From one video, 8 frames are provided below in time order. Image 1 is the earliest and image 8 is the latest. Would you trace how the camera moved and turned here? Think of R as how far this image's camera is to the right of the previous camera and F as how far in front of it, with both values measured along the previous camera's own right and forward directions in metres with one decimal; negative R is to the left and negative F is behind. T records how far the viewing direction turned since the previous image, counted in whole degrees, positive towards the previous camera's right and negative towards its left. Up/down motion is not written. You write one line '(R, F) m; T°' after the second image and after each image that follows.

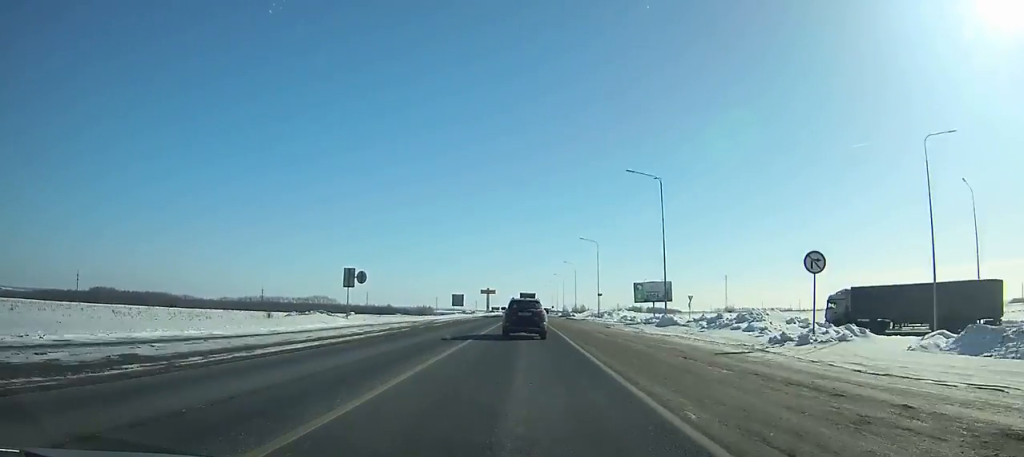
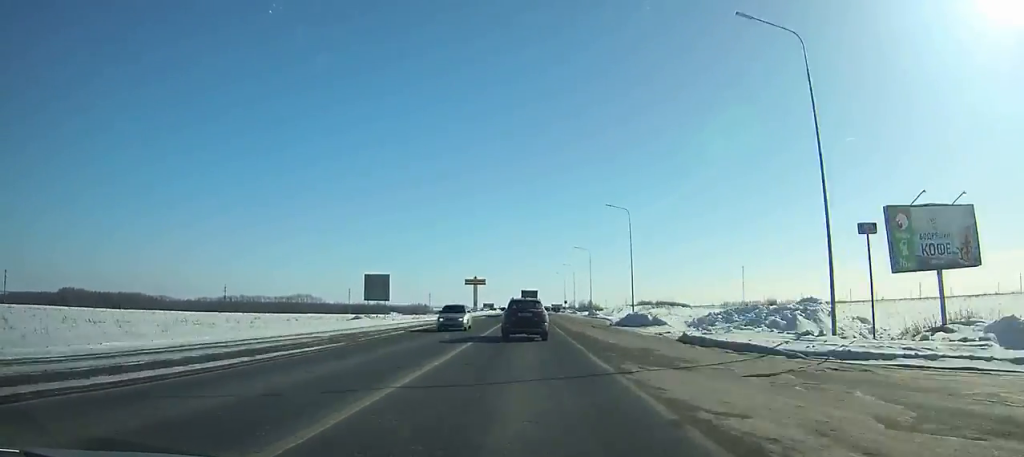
(0.0, +68.0) m; 0°
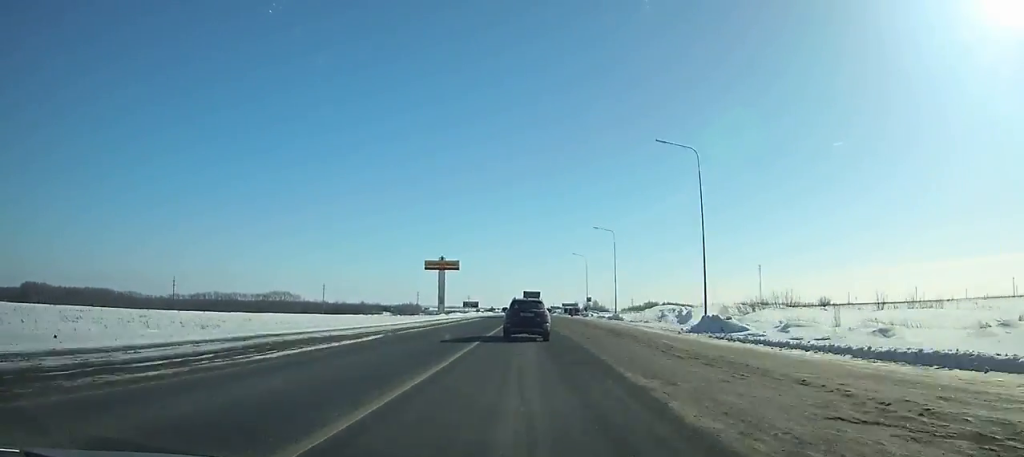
(-0.1, +66.4) m; 0°
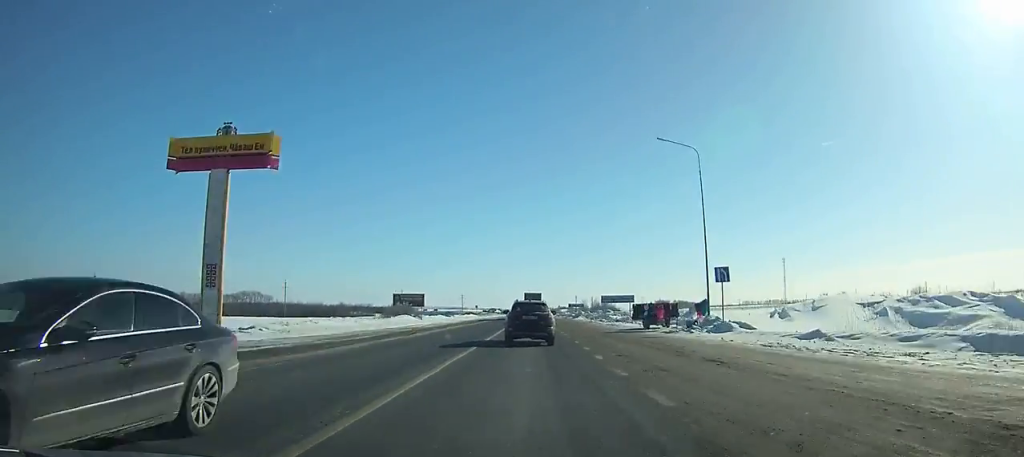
(-0.1, +75.6) m; 0°
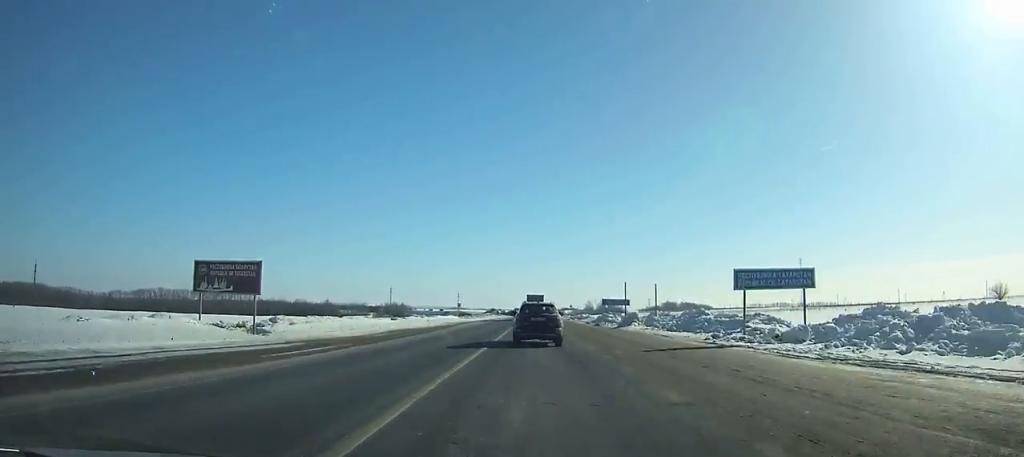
(0.0, +44.3) m; 0°
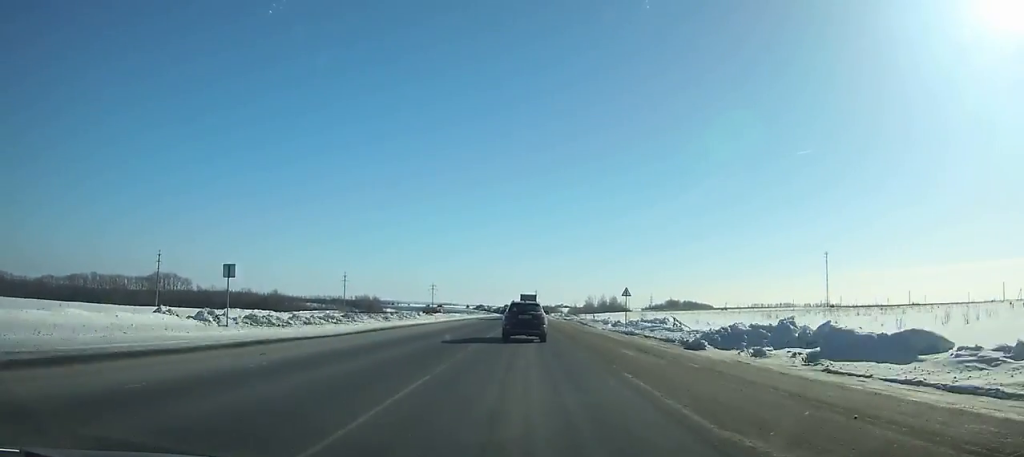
(+0.3, +89.0) m; 0°
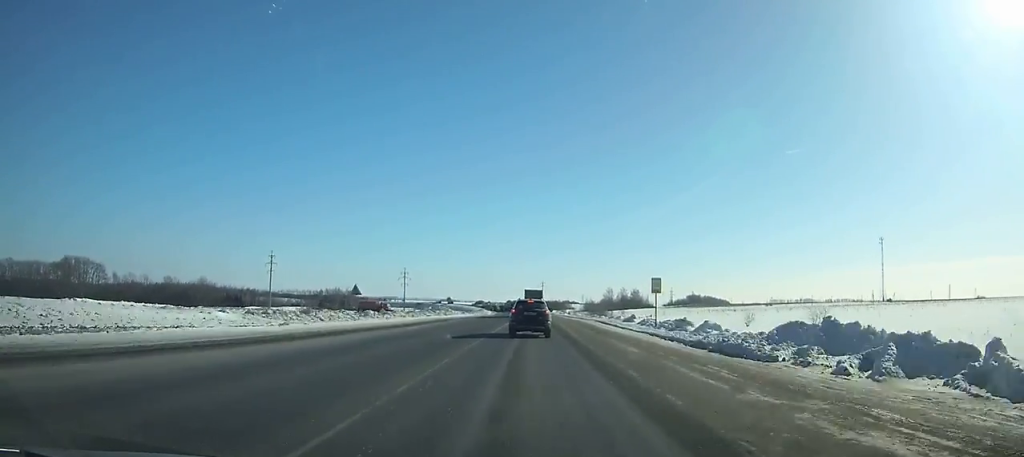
(+0.1, +100.6) m; 0°
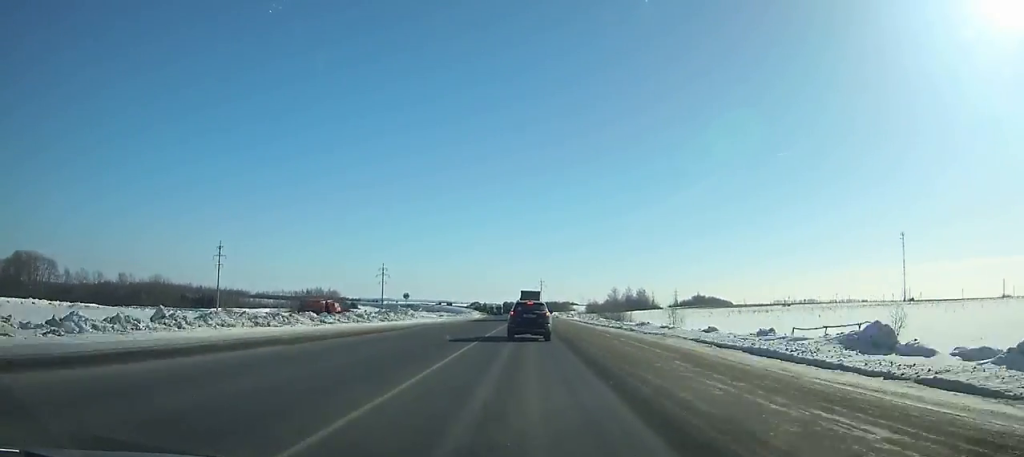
(0.0, +38.7) m; 0°
